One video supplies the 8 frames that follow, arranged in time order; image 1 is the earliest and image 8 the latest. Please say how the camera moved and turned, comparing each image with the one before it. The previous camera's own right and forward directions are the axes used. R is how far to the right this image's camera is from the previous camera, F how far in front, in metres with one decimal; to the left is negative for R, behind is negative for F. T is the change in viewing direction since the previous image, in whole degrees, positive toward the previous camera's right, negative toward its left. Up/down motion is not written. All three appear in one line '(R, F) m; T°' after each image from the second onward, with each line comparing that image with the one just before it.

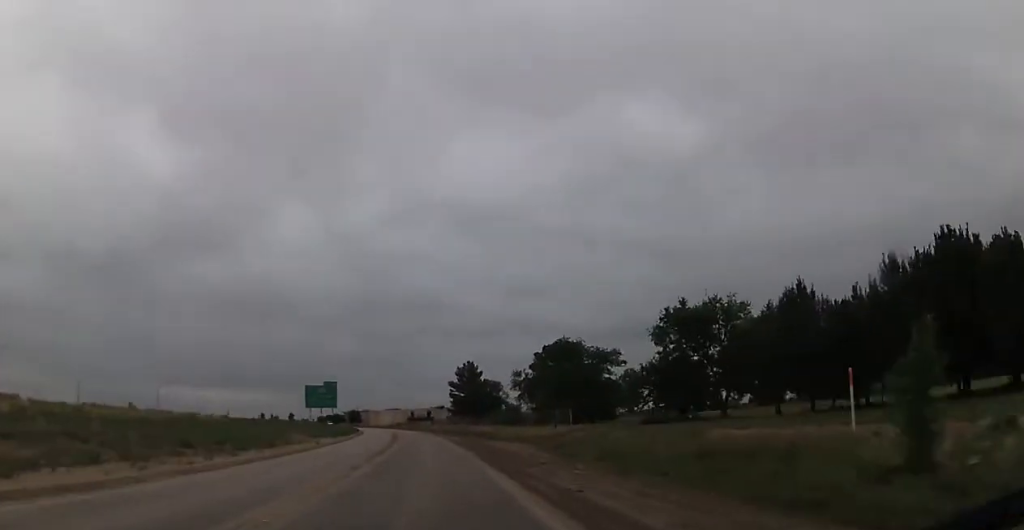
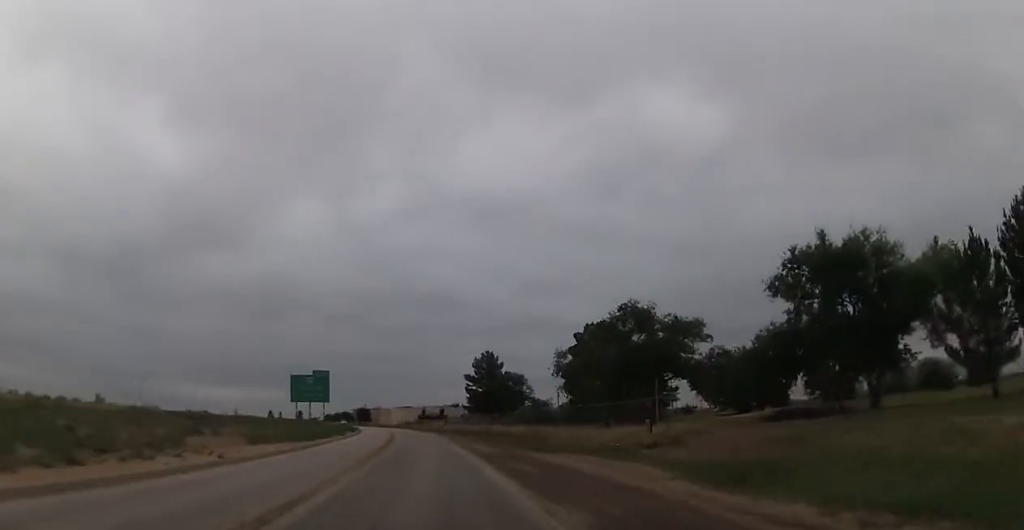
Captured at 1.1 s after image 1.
(-0.5, +20.8) m; -1°
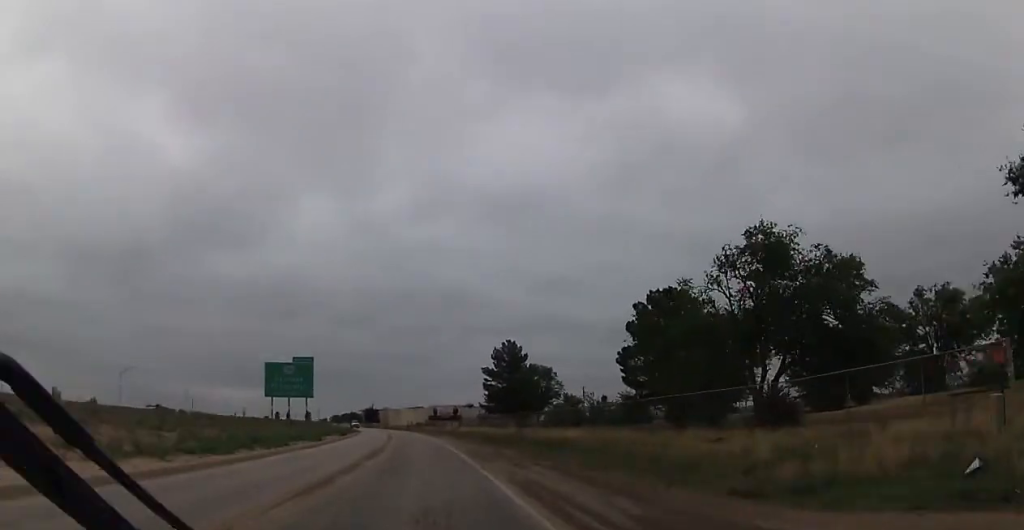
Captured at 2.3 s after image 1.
(0.0, +20.3) m; -1°
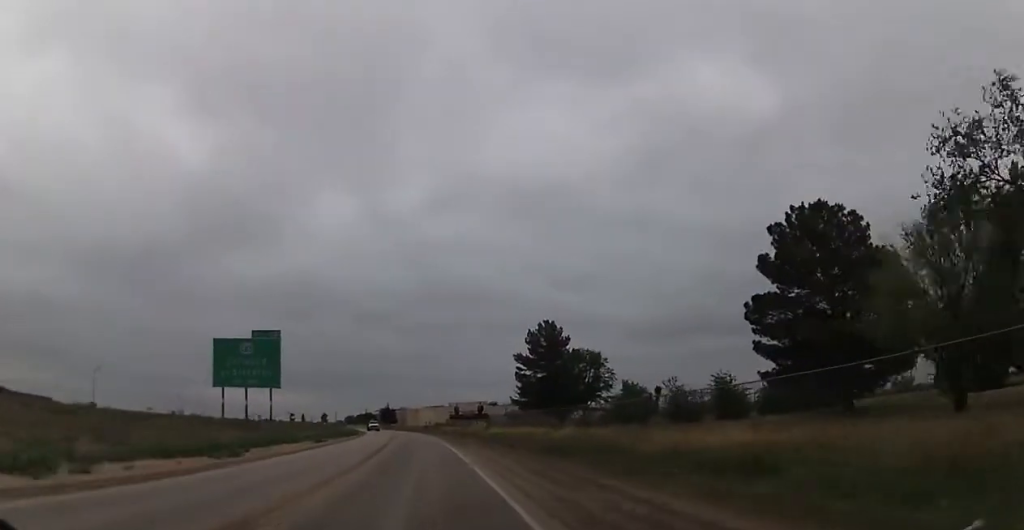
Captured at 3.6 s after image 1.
(-0.5, +23.2) m; -2°
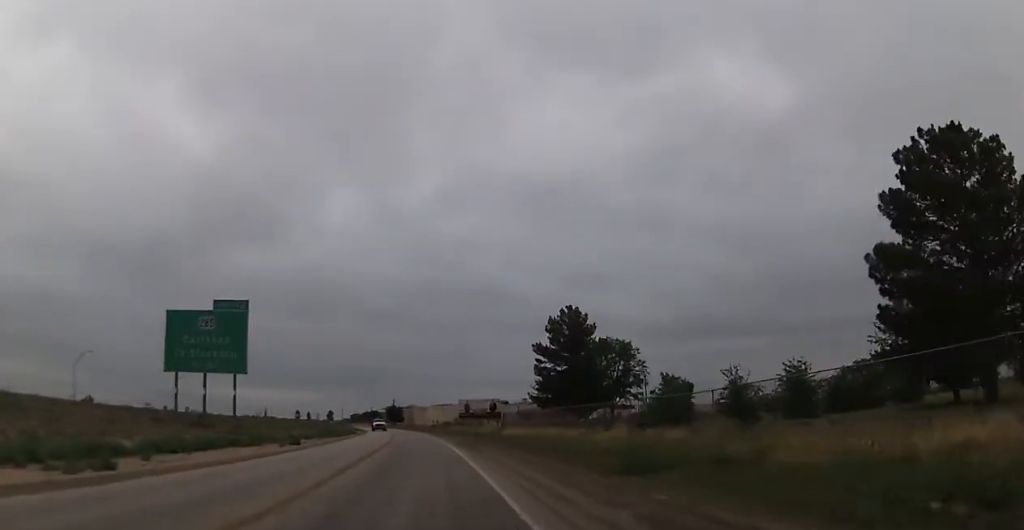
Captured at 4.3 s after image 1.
(-0.1, +11.3) m; 0°
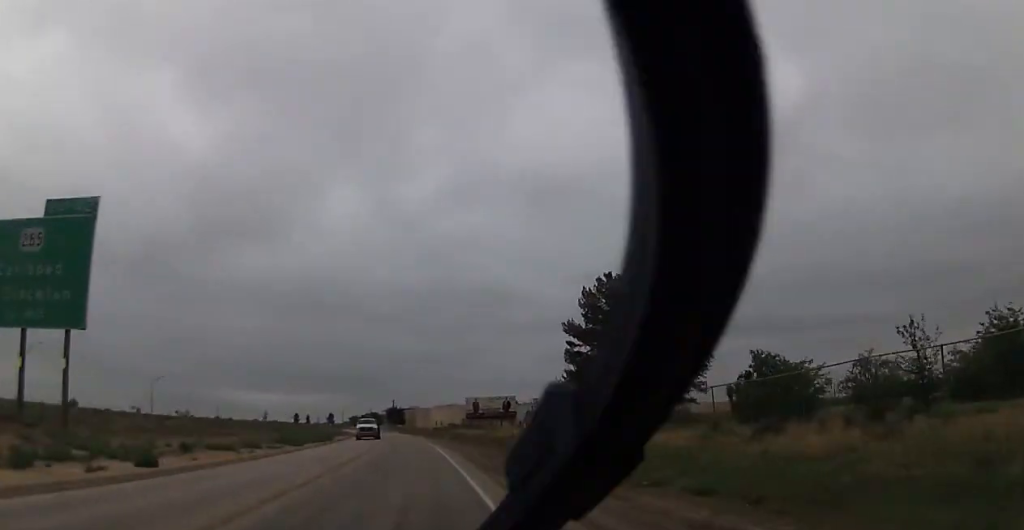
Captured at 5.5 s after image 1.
(0.0, +19.9) m; 0°
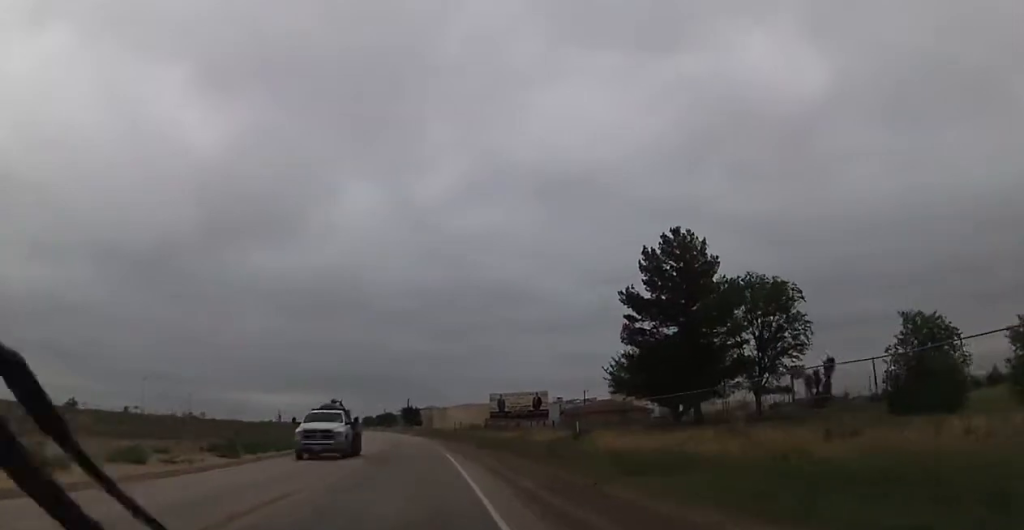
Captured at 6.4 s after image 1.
(0.0, +15.6) m; -1°
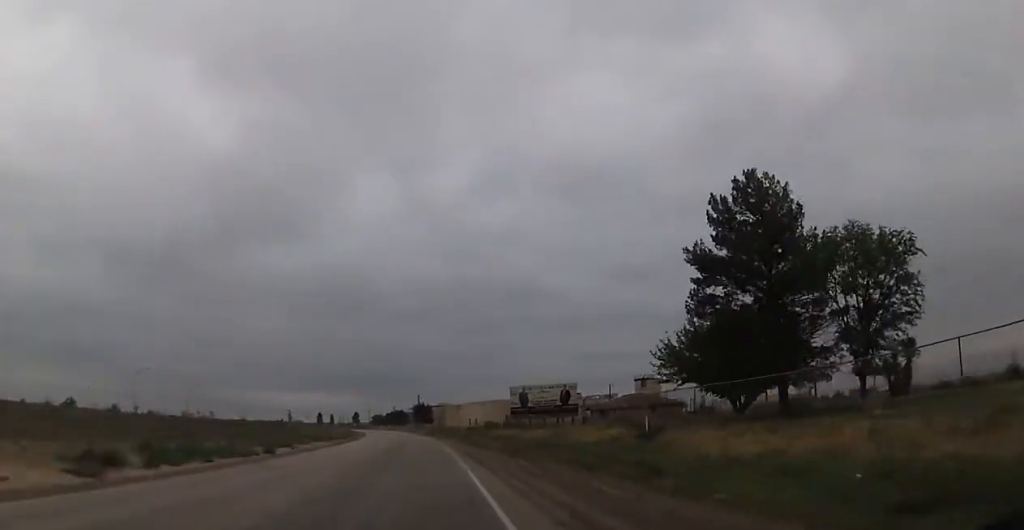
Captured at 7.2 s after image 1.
(-0.1, +11.8) m; -2°
